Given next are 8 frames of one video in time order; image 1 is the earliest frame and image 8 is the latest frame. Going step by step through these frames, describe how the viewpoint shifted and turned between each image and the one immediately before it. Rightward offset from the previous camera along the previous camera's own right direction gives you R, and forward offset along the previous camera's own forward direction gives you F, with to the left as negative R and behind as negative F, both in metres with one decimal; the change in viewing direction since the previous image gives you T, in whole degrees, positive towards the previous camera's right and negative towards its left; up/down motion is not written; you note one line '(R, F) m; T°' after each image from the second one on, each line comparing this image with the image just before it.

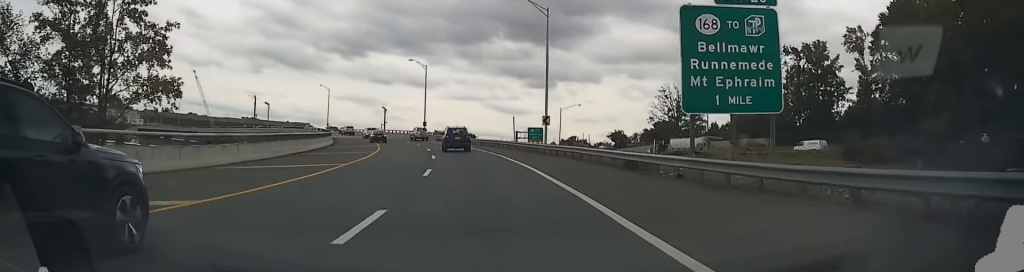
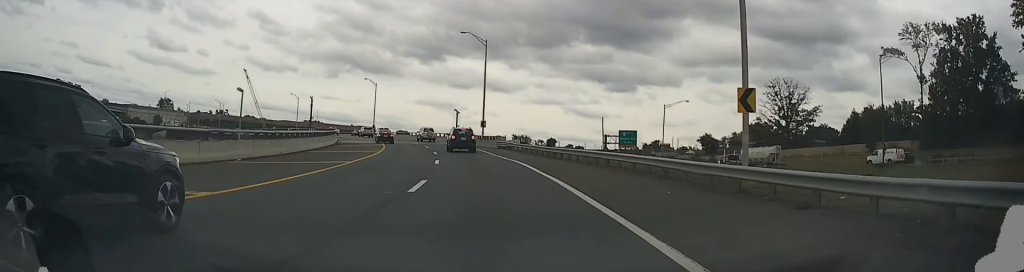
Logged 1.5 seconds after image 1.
(-2.4, +31.4) m; -9°
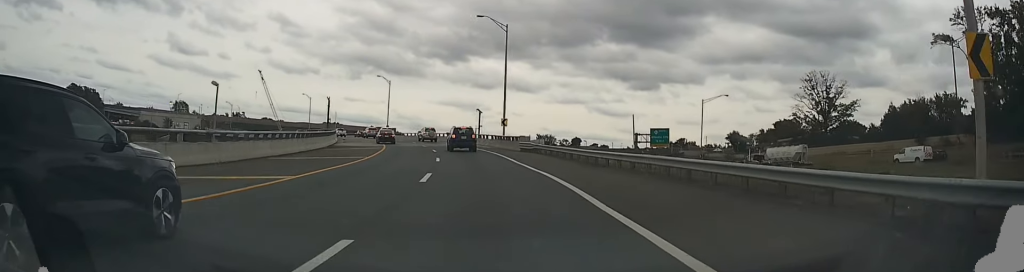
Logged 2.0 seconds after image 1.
(-0.4, +10.7) m; -2°
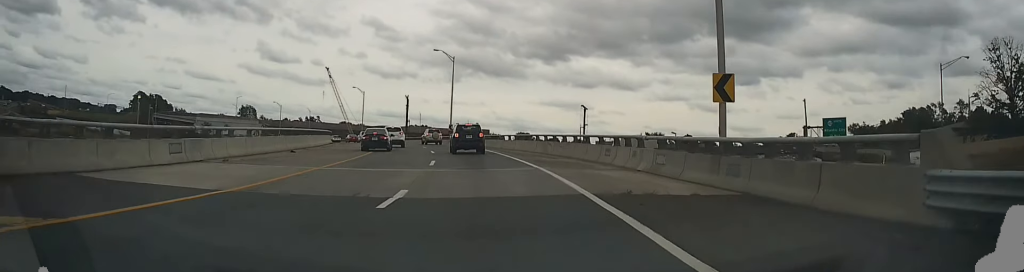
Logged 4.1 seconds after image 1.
(-3.1, +43.1) m; -9°
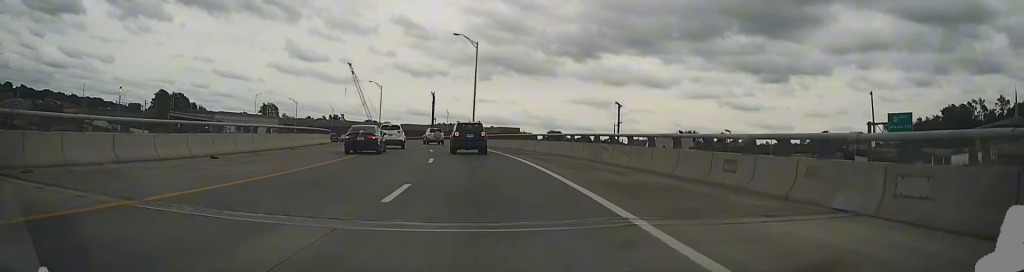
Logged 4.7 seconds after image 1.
(-0.3, +11.9) m; -3°
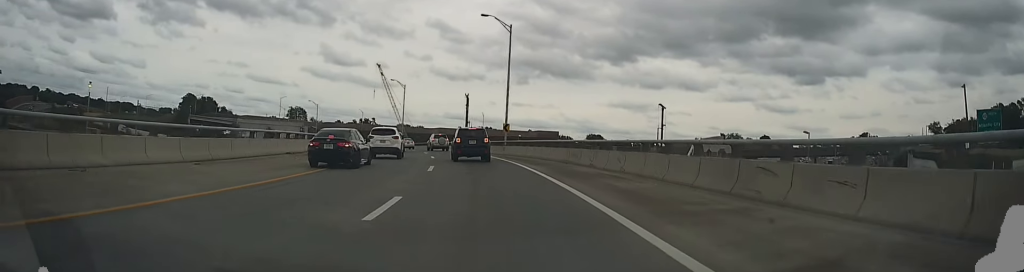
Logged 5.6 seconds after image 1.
(-0.3, +15.6) m; -4°
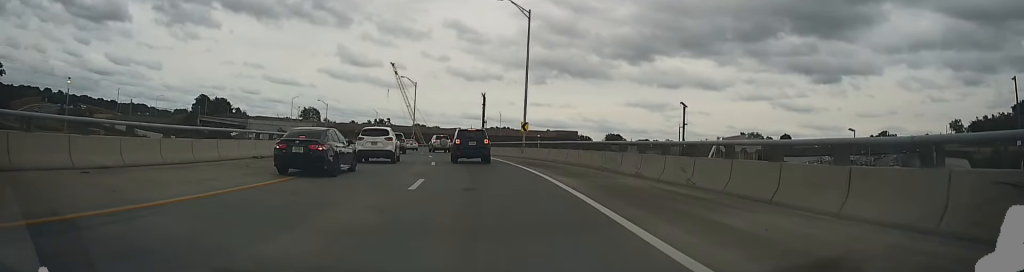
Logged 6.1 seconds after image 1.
(-0.4, +7.7) m; -3°
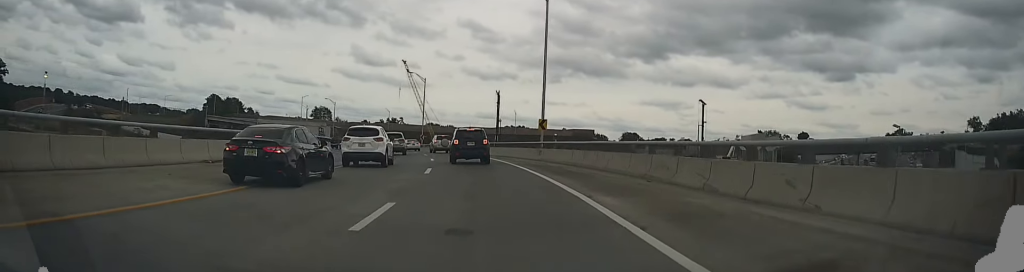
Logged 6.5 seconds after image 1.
(0.0, +6.9) m; -2°
